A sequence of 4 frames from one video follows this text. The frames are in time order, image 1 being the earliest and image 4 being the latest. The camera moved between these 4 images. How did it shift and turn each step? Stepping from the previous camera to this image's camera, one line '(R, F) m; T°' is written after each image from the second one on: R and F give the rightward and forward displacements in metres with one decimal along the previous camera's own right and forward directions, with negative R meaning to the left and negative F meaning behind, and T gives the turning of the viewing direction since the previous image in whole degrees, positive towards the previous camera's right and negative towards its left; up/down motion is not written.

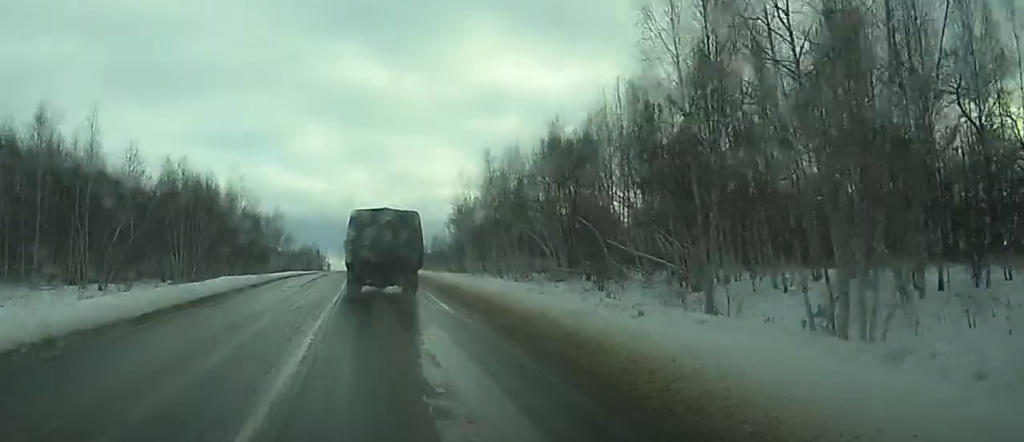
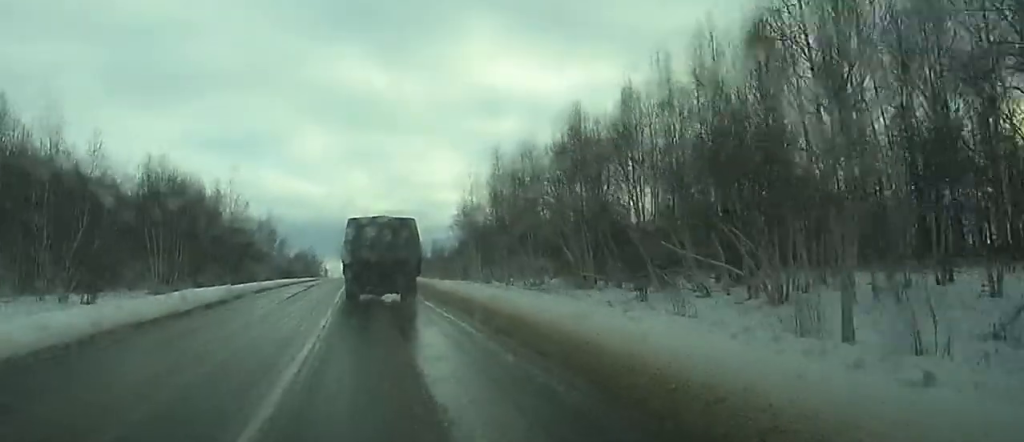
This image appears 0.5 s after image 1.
(+0.3, +9.5) m; 0°
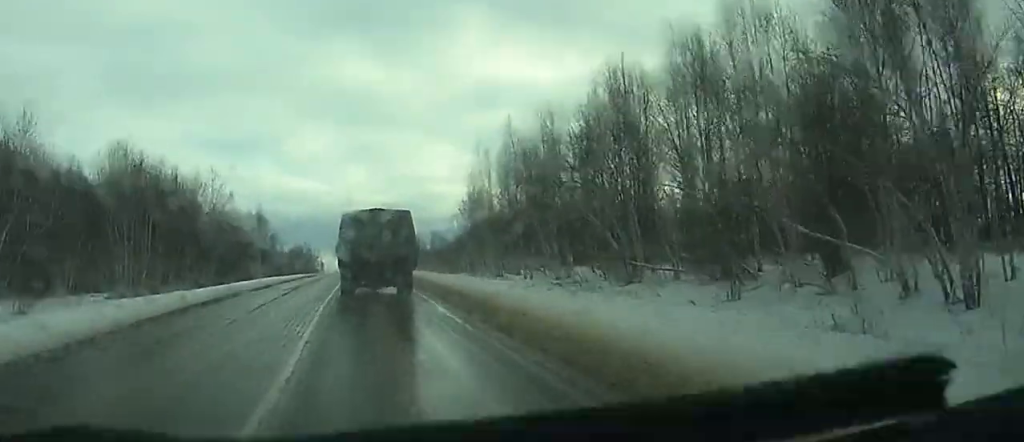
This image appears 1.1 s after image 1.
(+2.4, +13.0) m; -7°
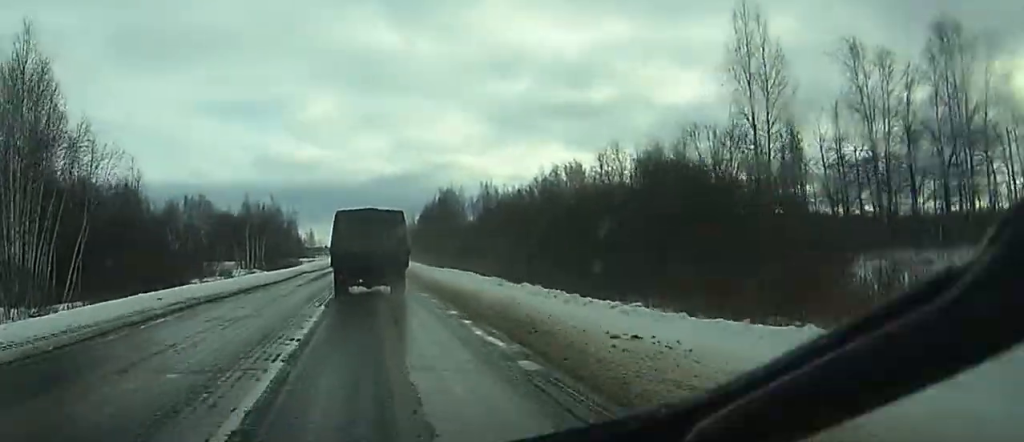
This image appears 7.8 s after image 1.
(-8.5, +121.9) m; -1°
